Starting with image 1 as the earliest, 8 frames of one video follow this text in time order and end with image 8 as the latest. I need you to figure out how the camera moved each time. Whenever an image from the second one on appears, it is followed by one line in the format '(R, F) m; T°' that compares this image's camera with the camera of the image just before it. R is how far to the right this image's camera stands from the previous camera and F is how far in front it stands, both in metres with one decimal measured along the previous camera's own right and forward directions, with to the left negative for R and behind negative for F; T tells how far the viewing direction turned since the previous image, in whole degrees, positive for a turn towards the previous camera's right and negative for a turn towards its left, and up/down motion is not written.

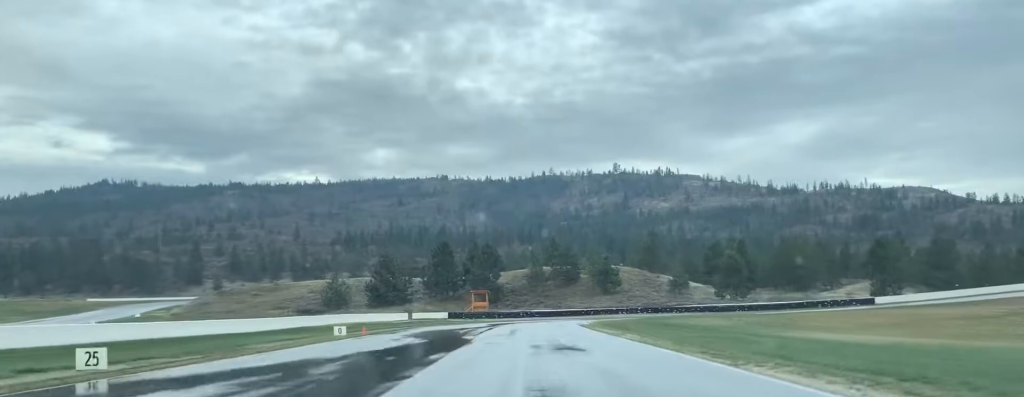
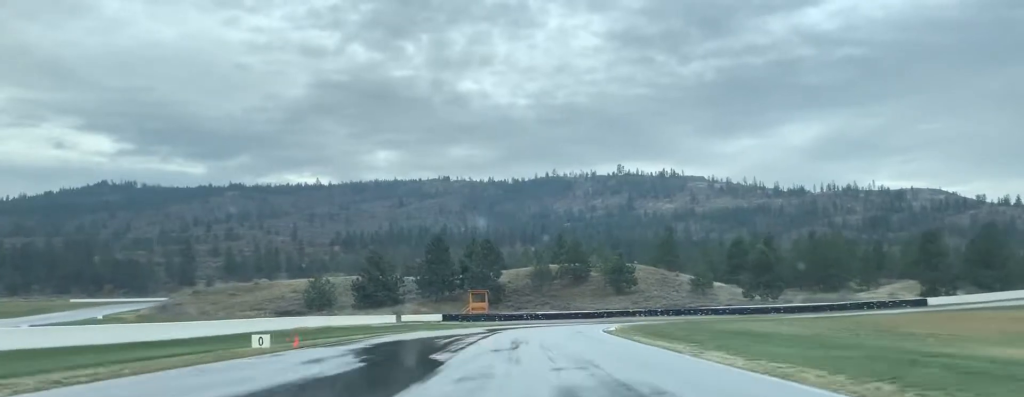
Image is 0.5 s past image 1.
(-0.1, +13.5) m; 0°
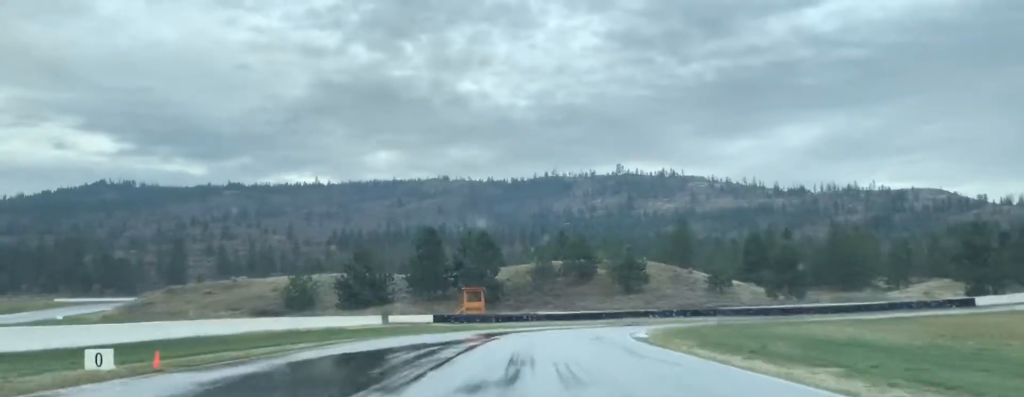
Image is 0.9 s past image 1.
(0.0, +12.0) m; 0°
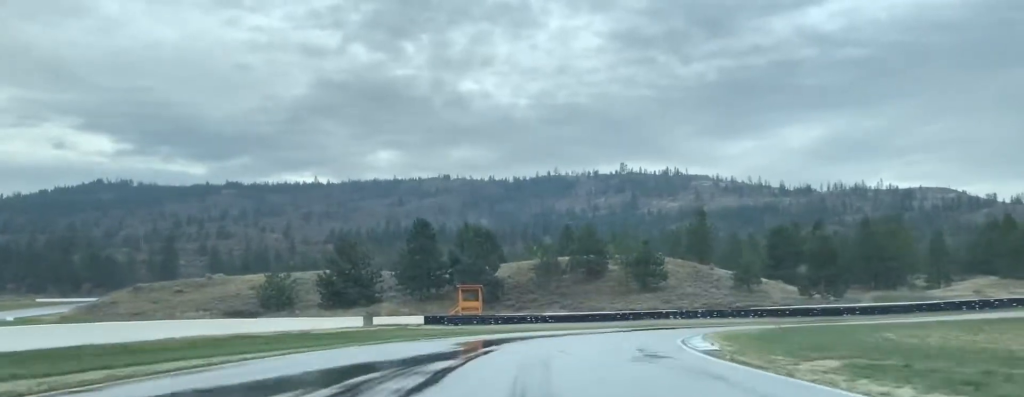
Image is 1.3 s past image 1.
(0.0, +10.8) m; +2°
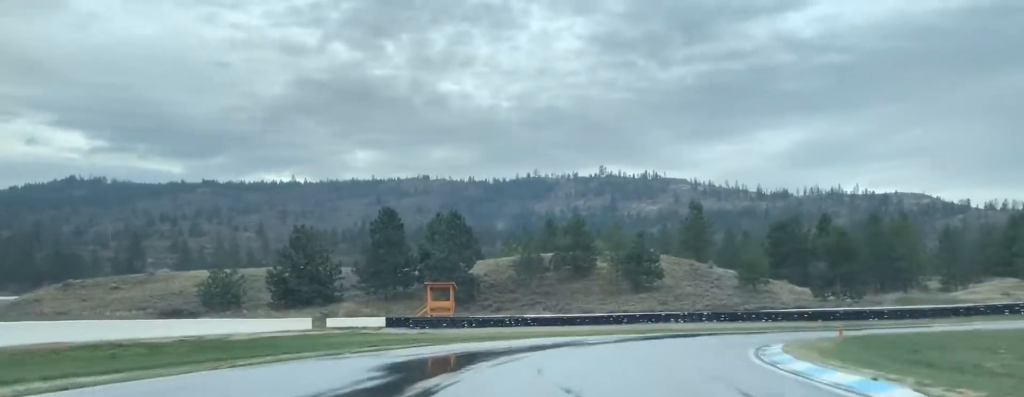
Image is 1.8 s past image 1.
(-0.3, +12.9) m; +2°
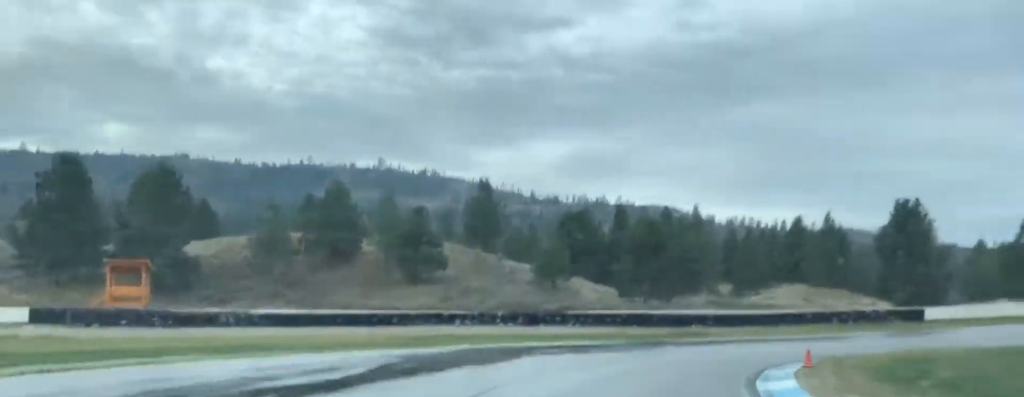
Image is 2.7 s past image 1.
(+1.4, +20.0) m; +14°
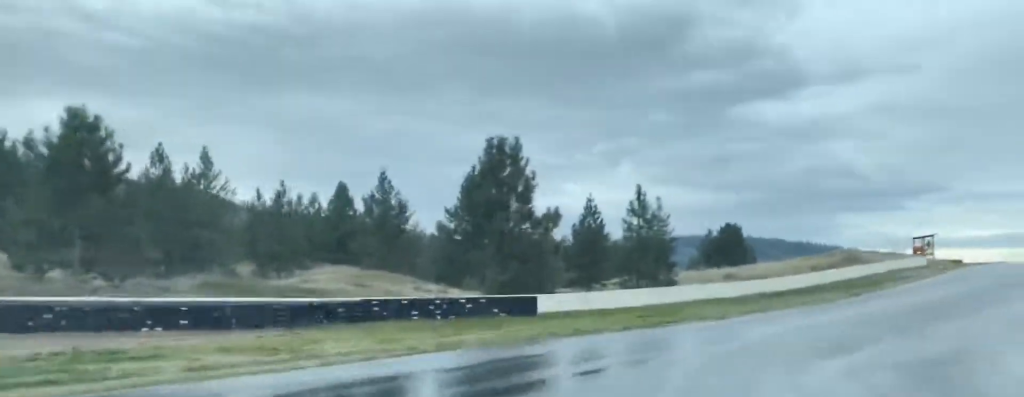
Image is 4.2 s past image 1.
(+9.9, +28.8) m; +37°
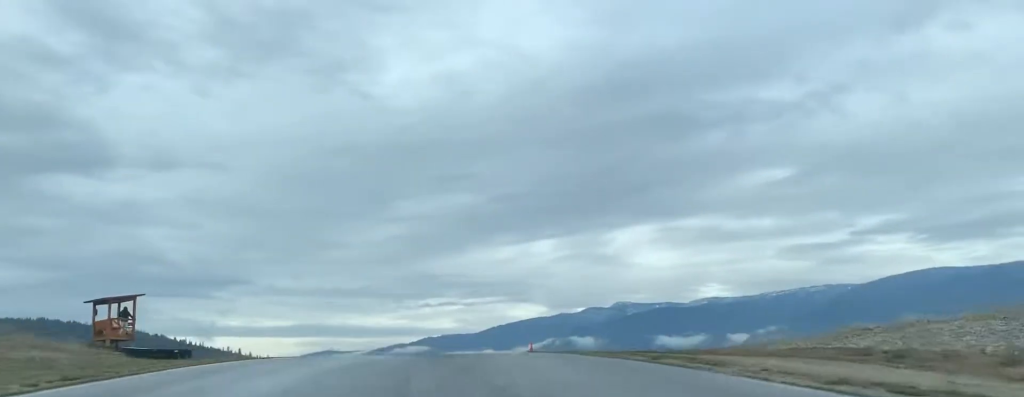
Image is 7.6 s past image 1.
(+35.2, +65.8) m; +40°
